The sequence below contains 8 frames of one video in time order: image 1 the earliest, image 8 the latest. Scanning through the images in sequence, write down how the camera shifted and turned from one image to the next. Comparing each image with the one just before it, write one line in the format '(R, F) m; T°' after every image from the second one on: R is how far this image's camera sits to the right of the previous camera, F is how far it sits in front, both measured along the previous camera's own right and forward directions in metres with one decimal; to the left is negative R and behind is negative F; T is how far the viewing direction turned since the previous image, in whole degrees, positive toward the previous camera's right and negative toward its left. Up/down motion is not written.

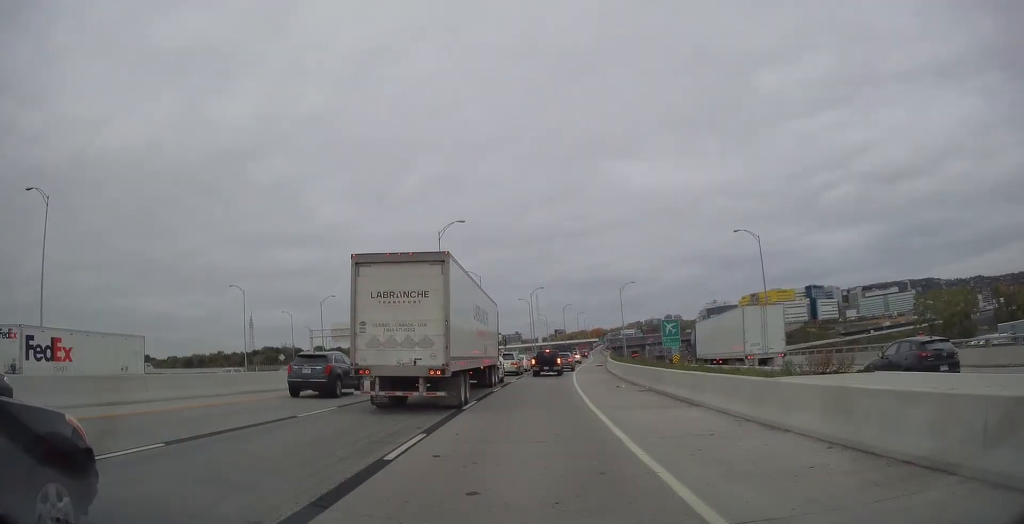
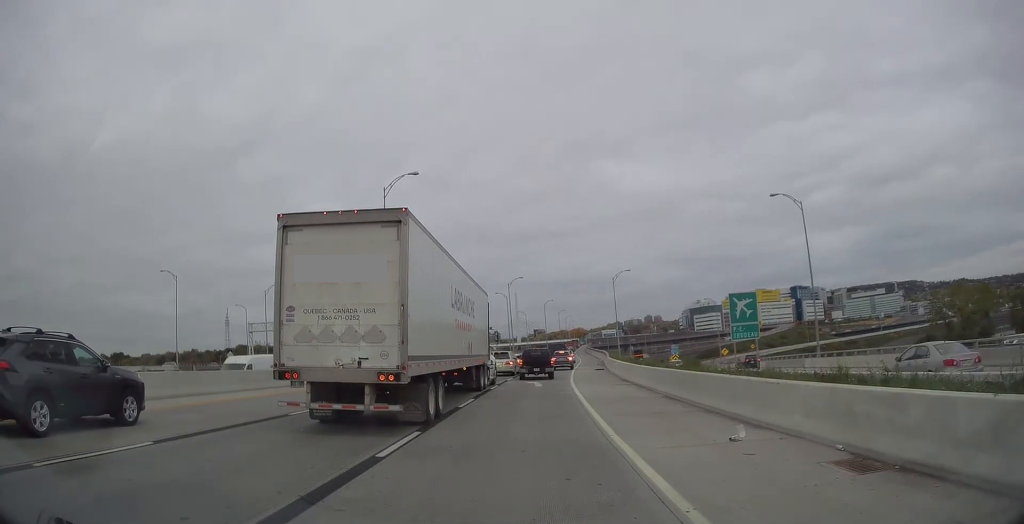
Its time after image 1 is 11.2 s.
(+0.4, +17.2) m; +5°
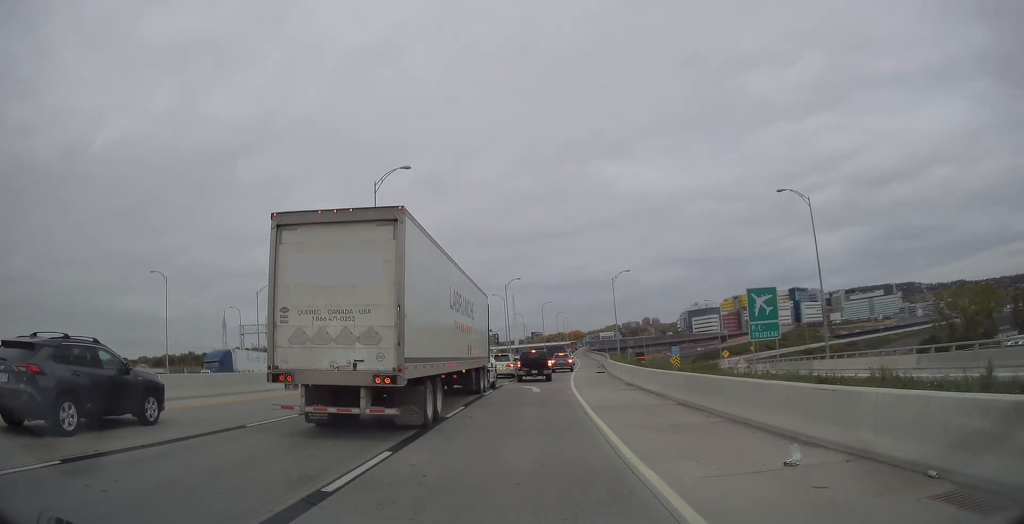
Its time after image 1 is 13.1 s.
(0.0, +2.0) m; +1°
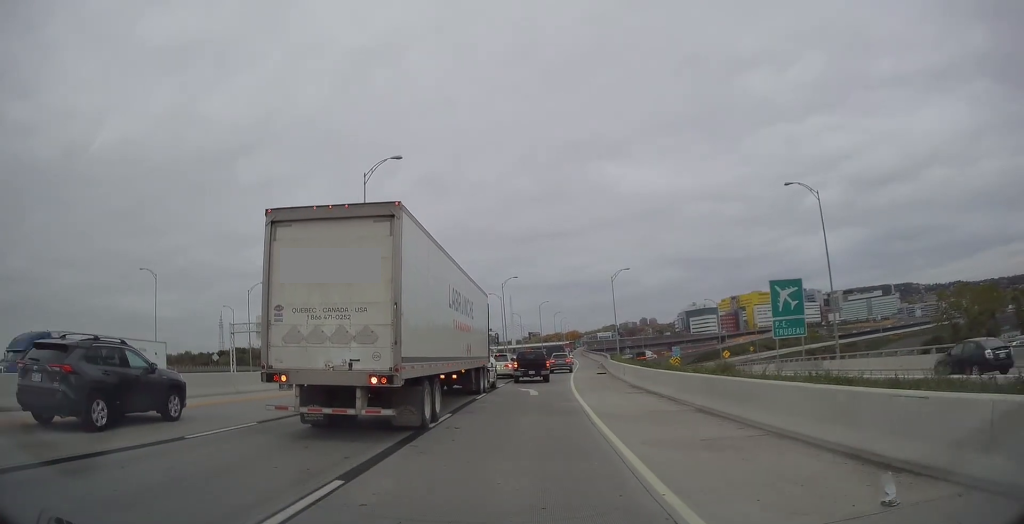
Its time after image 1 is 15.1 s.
(0.0, +2.2) m; +1°
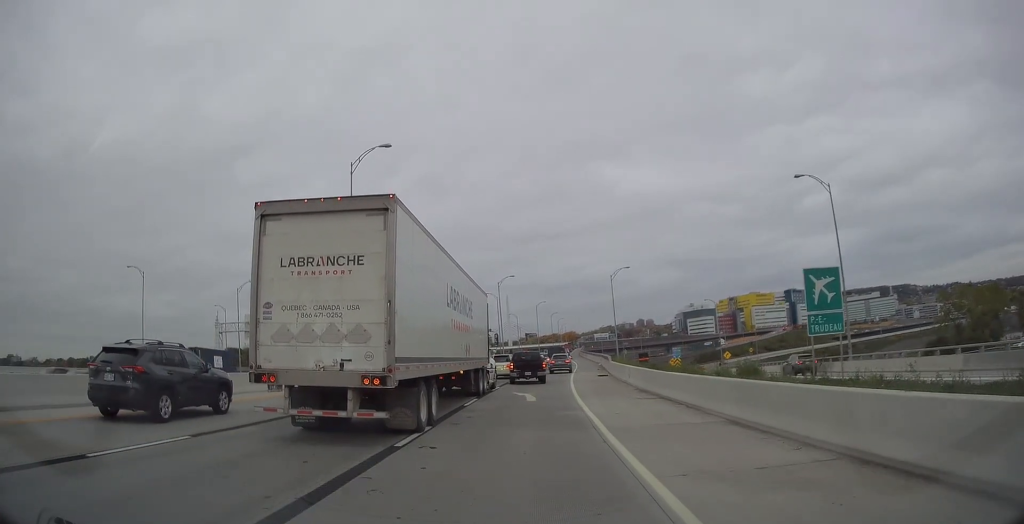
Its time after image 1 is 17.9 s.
(+0.1, +3.0) m; -3°
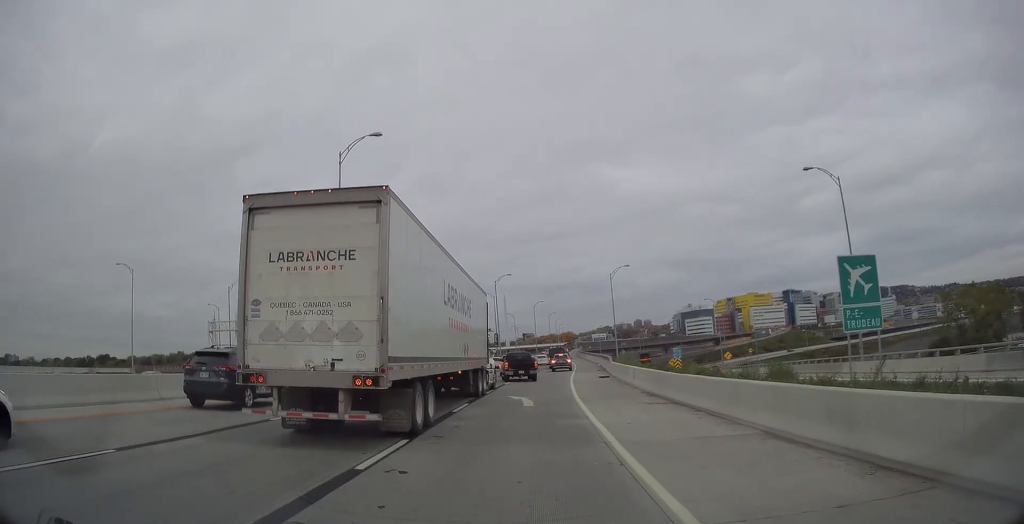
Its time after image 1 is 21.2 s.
(-0.2, +3.8) m; -1°
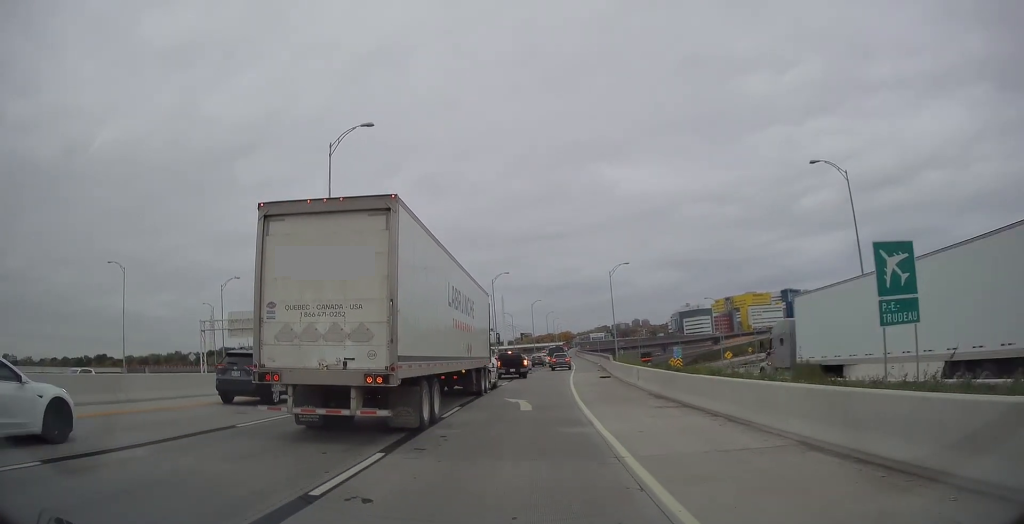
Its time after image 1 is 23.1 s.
(-0.1, +2.2) m; 0°
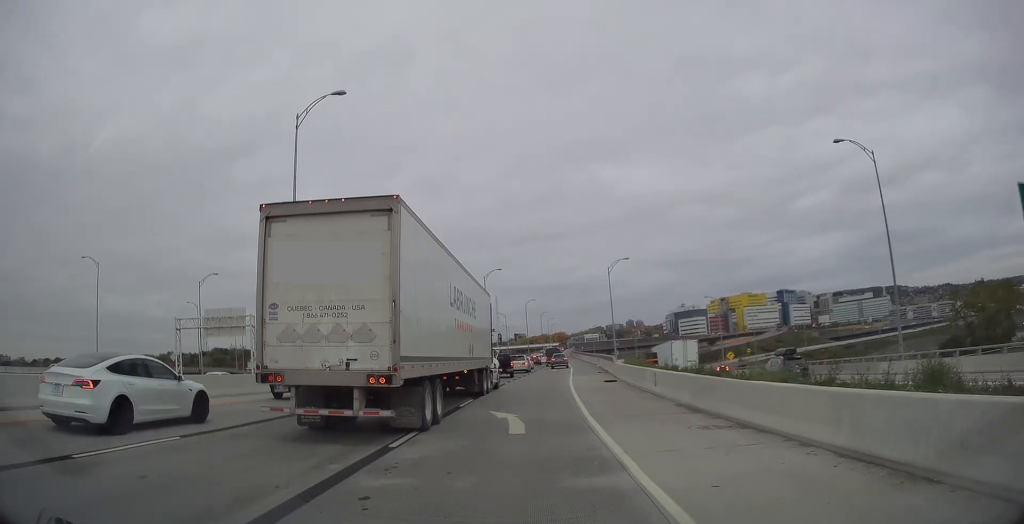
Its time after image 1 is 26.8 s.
(+0.3, +5.4) m; +5°
